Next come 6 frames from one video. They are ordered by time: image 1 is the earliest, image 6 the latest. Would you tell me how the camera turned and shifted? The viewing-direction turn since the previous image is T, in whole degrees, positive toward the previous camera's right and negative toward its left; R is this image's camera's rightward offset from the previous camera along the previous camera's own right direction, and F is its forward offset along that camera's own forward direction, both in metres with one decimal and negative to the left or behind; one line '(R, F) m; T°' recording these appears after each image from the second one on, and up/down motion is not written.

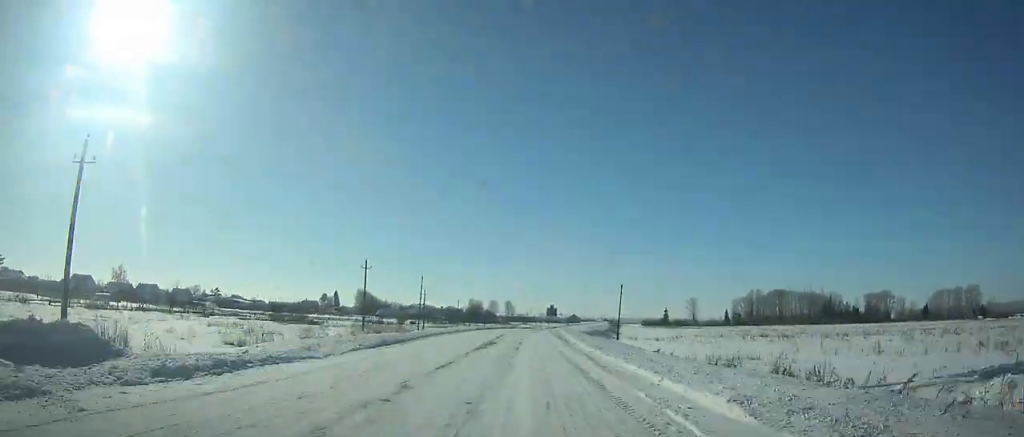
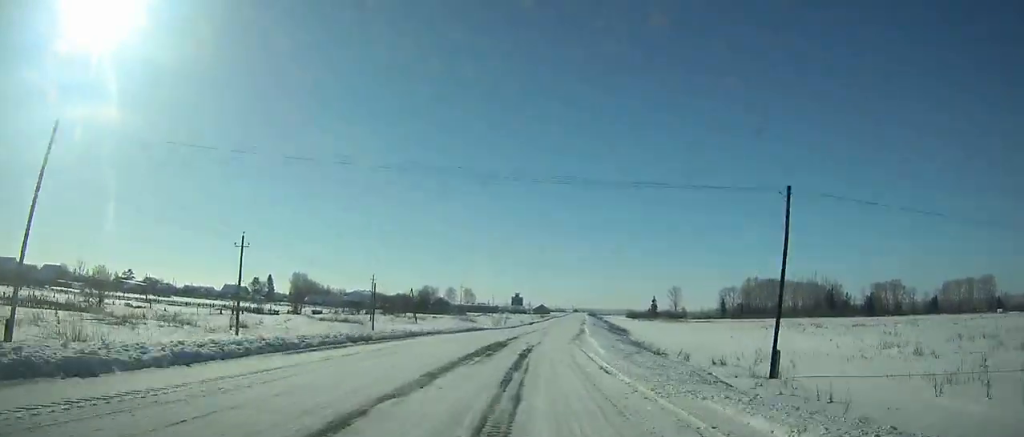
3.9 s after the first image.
(+1.0, +63.7) m; +3°
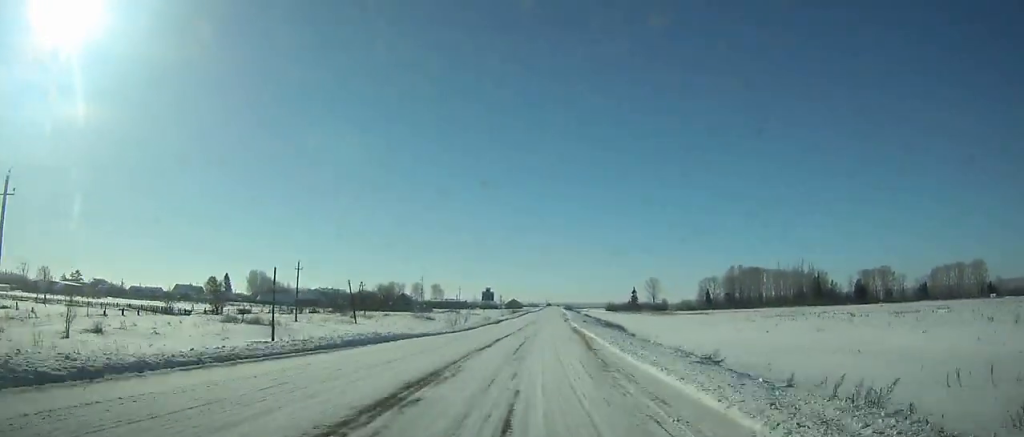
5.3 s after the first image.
(+0.2, +22.6) m; +1°
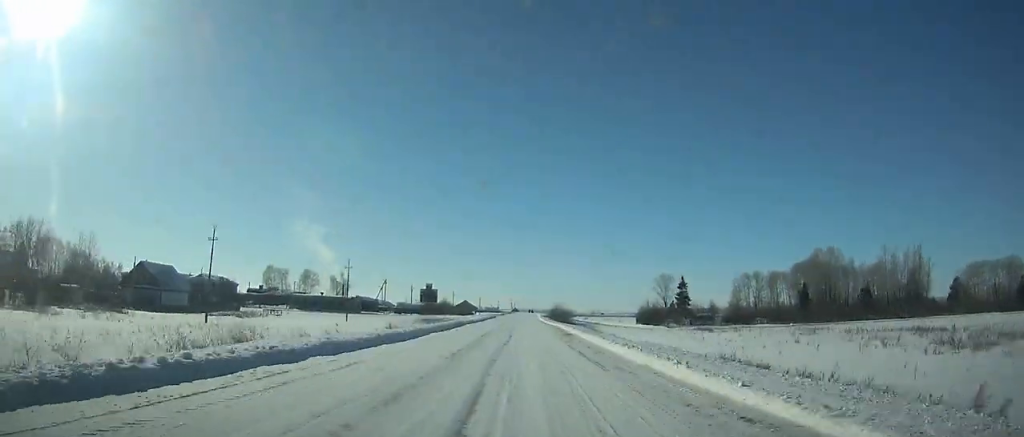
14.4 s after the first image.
(+7.3, +148.6) m; +3°
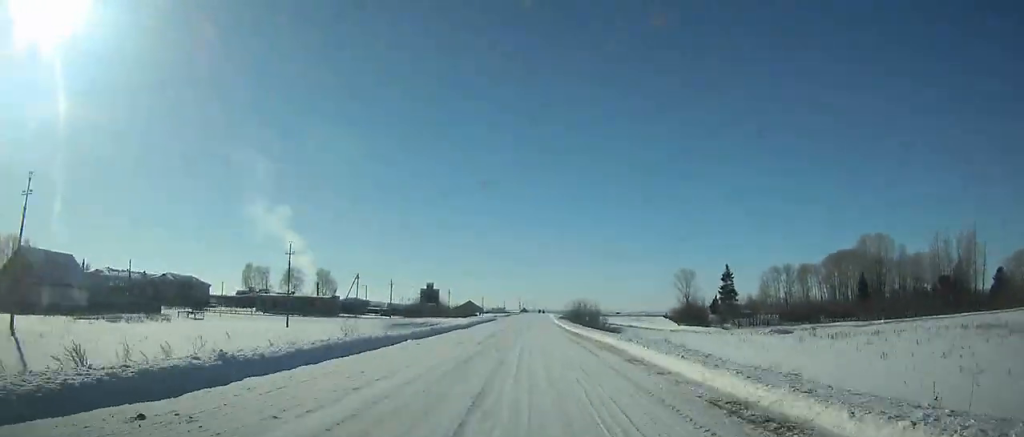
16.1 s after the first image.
(-0.2, +29.1) m; -1°
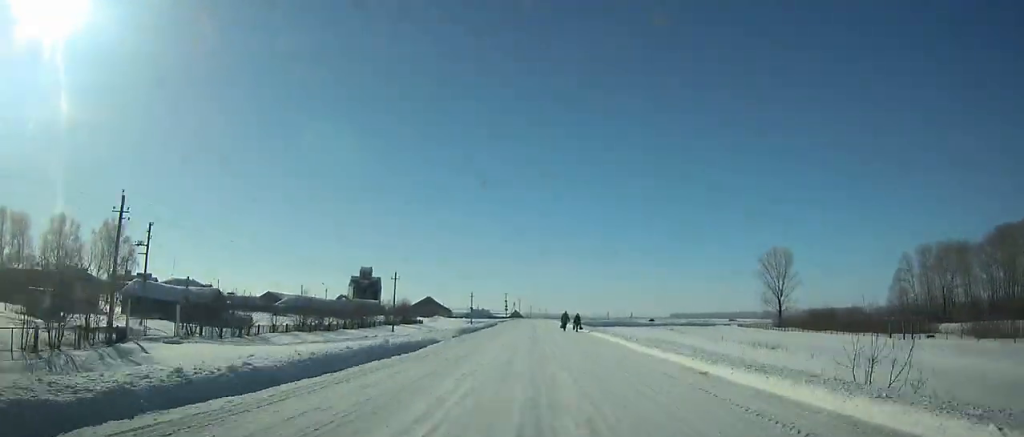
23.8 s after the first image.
(+0.1, +127.6) m; 0°
